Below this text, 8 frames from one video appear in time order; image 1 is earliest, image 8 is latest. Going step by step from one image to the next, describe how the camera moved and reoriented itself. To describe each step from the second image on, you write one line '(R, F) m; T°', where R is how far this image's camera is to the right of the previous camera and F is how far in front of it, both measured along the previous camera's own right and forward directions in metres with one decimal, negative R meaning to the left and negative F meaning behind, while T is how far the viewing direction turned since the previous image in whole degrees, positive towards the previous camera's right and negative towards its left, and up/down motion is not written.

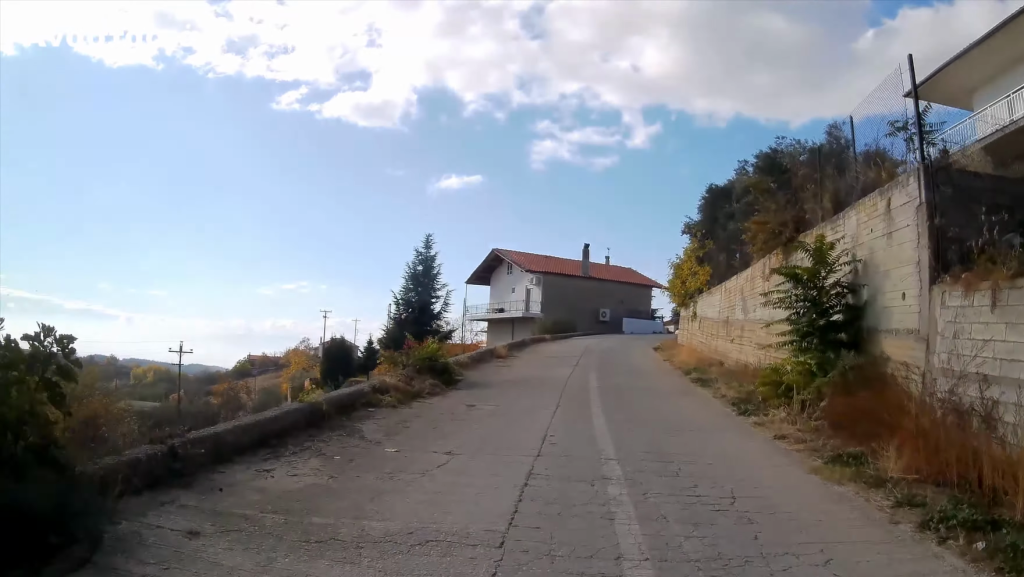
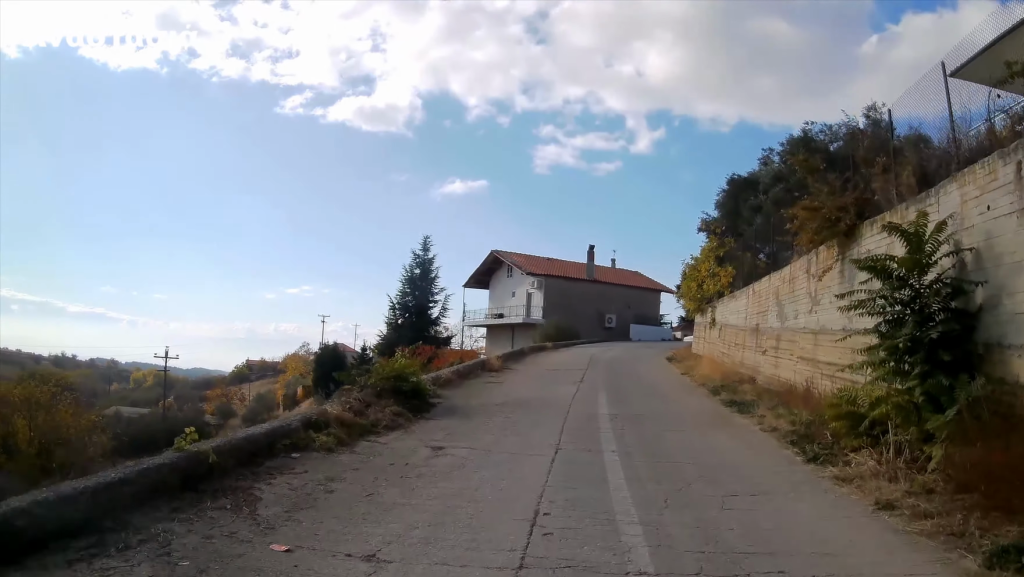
(0.0, +3.2) m; 0°
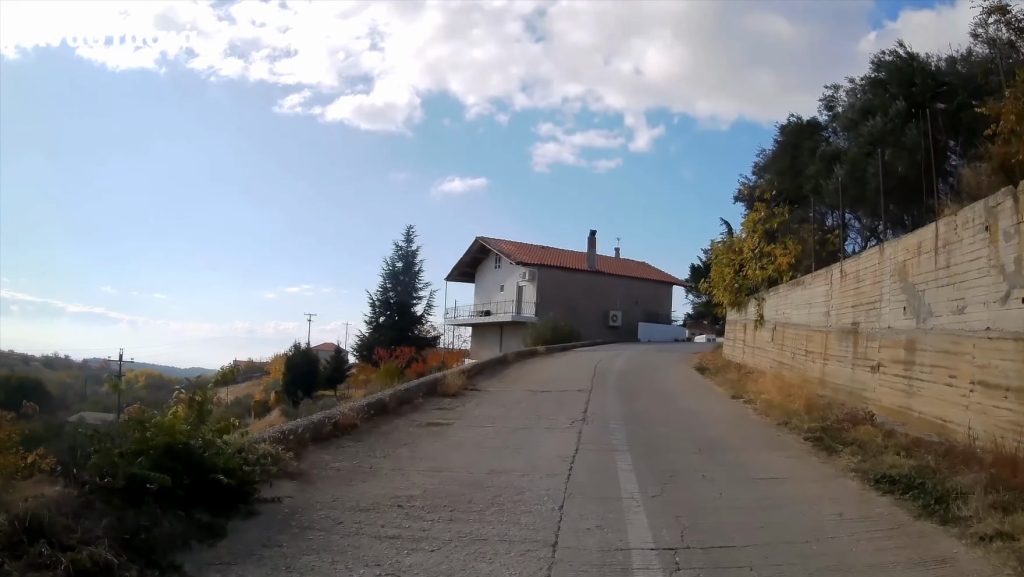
(0.0, +7.2) m; +1°
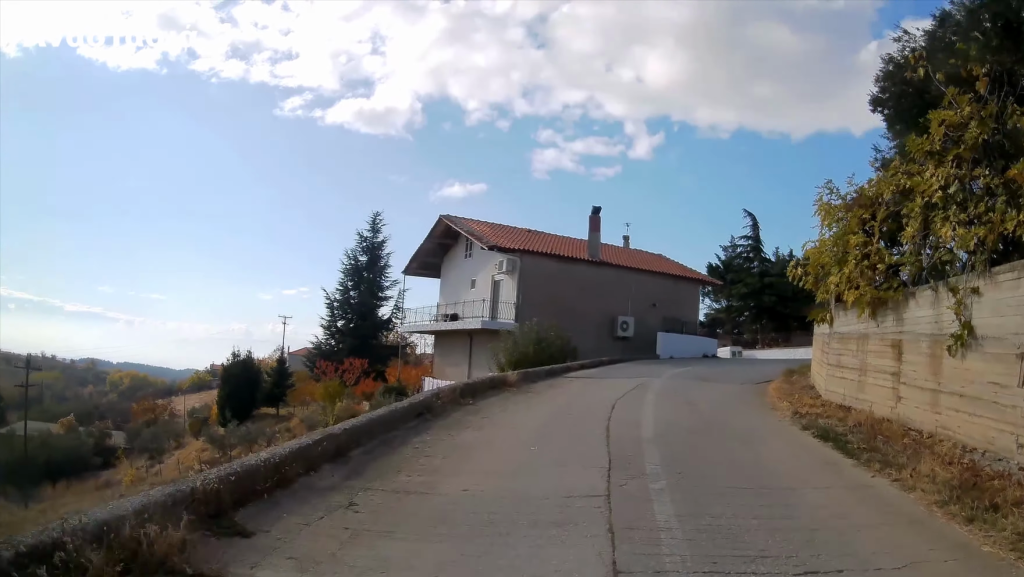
(+0.3, +11.1) m; +3°
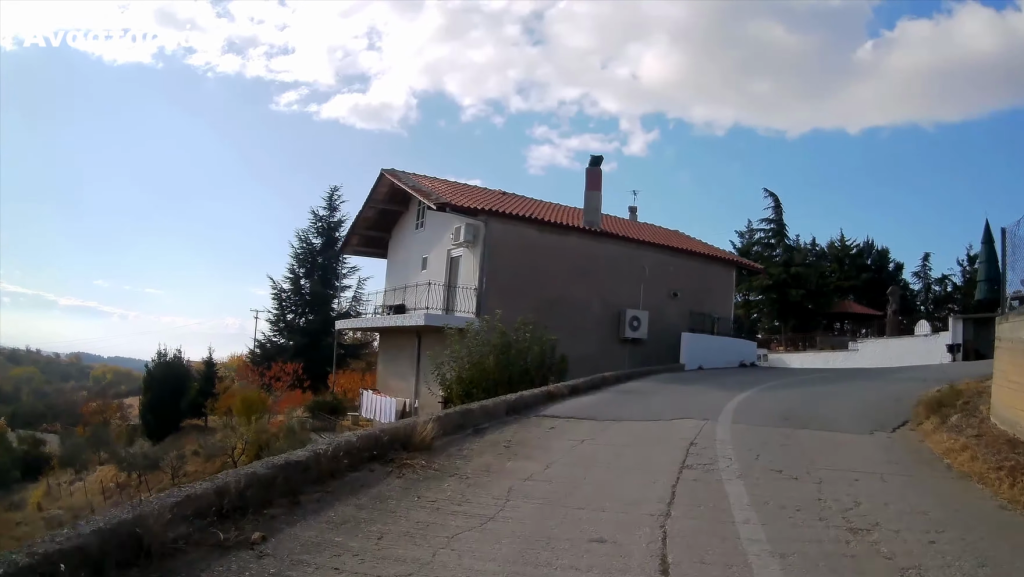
(+0.2, +9.0) m; +1°
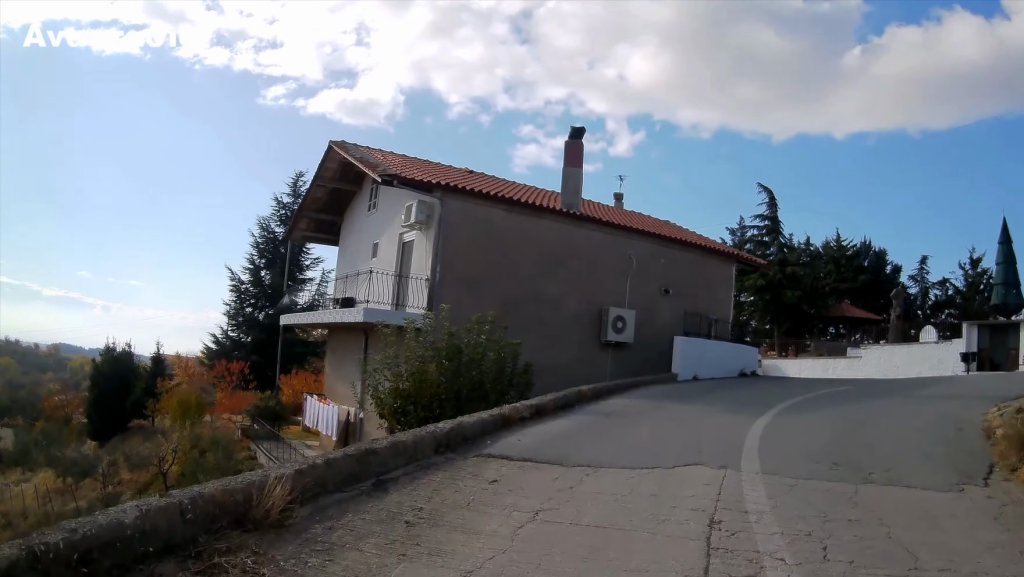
(0.0, +3.5) m; -1°
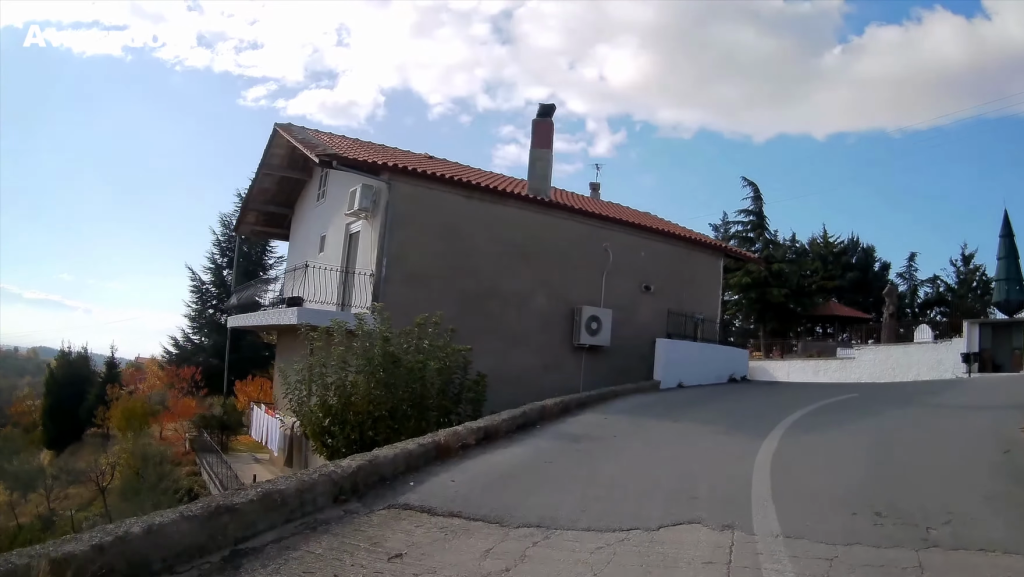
(-0.1, +2.2) m; +3°
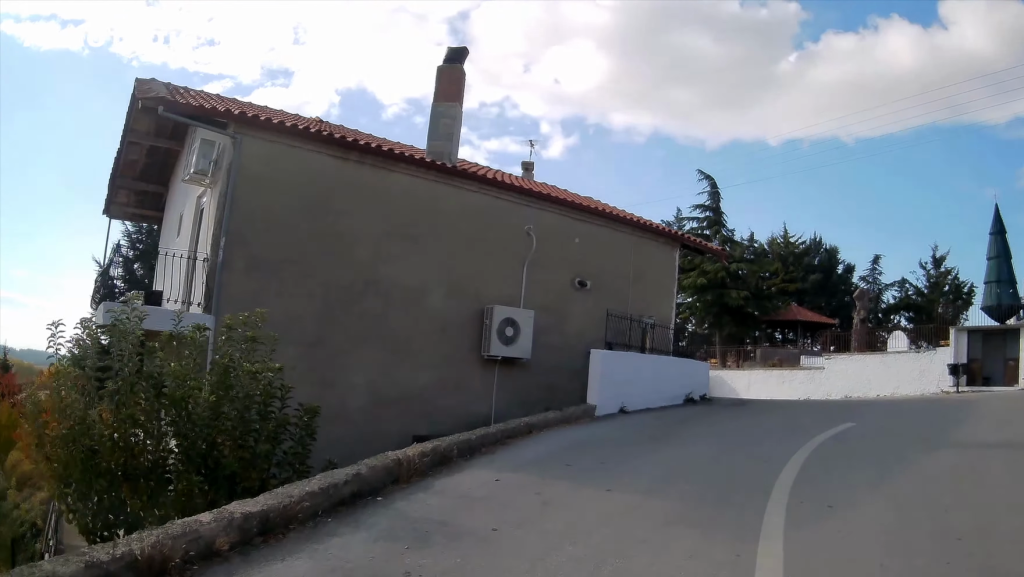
(+0.1, +4.0) m; +6°
